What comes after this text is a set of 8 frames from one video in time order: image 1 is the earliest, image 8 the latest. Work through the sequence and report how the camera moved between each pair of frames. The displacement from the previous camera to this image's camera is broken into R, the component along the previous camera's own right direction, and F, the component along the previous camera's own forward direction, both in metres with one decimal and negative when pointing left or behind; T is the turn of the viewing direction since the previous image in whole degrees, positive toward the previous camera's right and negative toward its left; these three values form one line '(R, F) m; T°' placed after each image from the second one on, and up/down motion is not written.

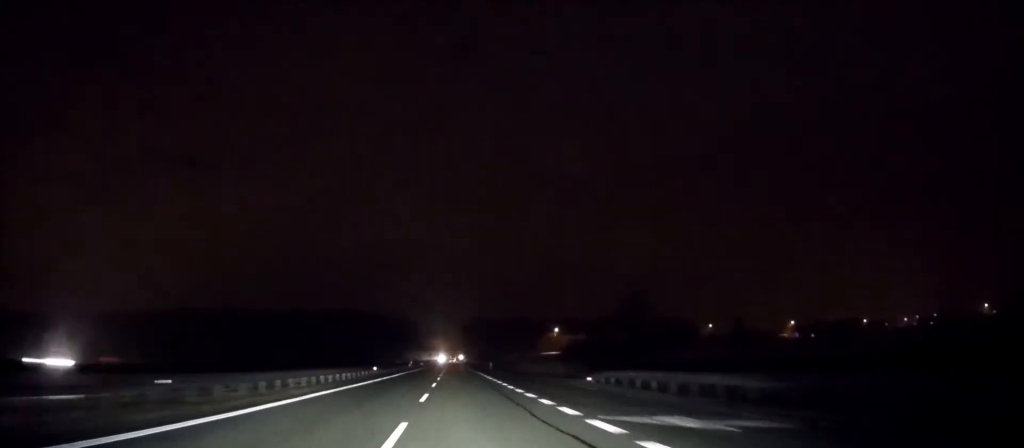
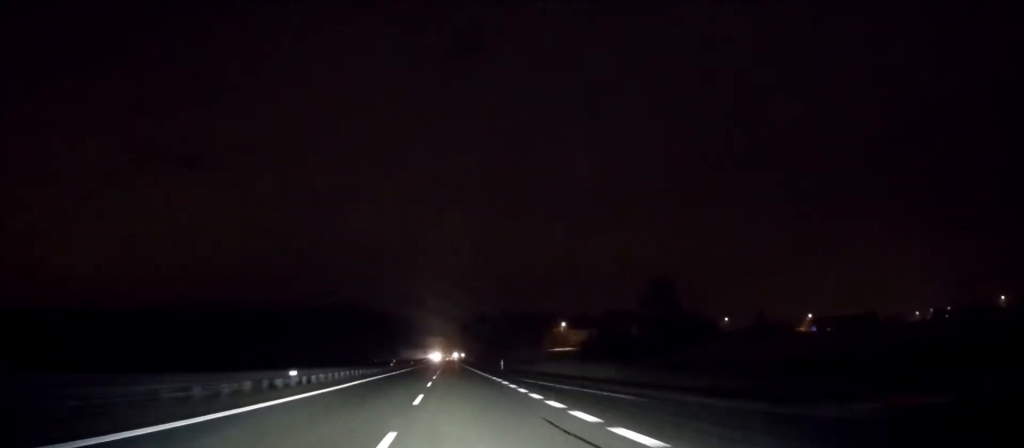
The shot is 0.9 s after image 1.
(0.0, +18.4) m; 0°
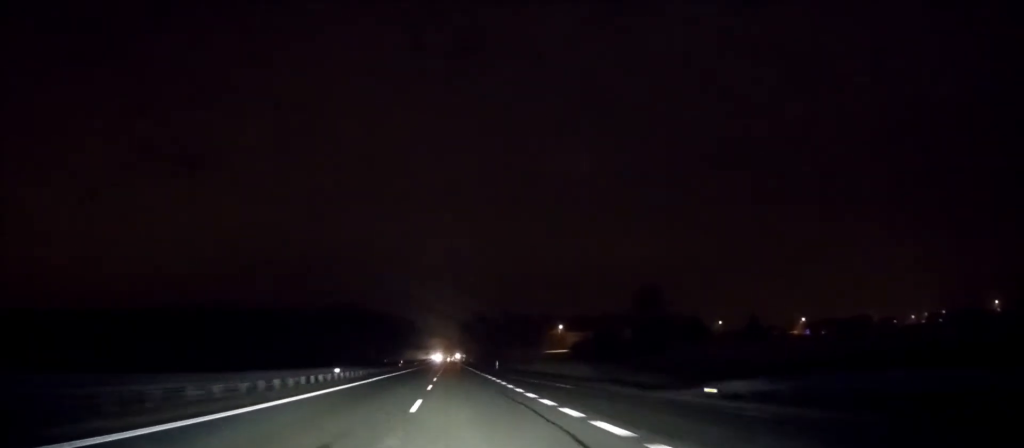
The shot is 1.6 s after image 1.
(0.0, +13.6) m; 0°
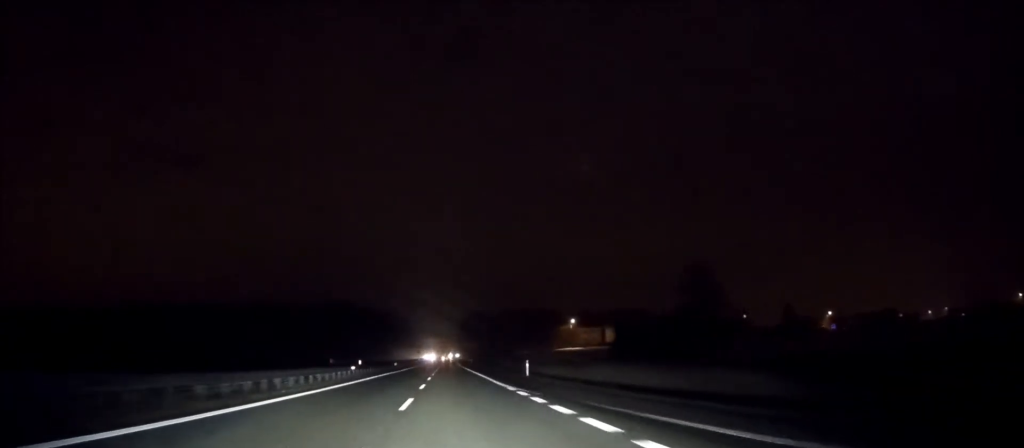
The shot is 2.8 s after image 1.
(0.0, +27.9) m; +1°
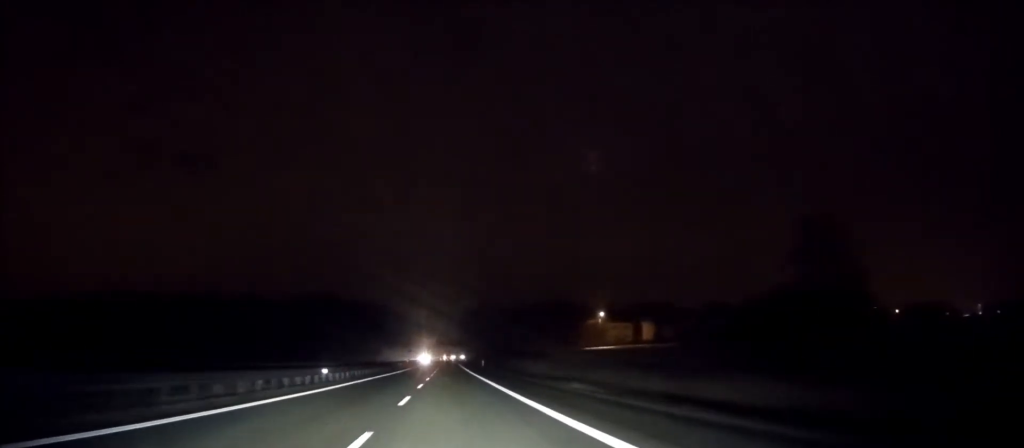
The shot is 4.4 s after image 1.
(+0.1, +41.4) m; 0°
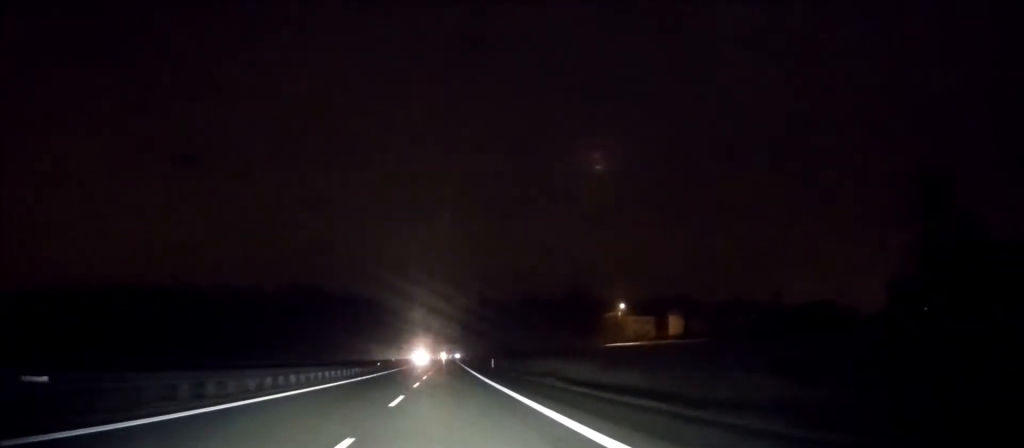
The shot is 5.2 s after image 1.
(-0.1, +24.2) m; 0°
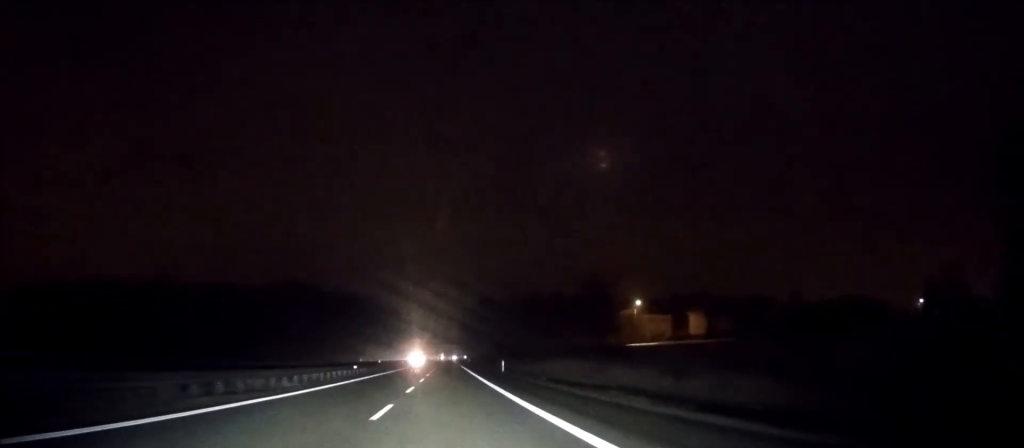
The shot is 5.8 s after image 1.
(0.0, +15.1) m; 0°
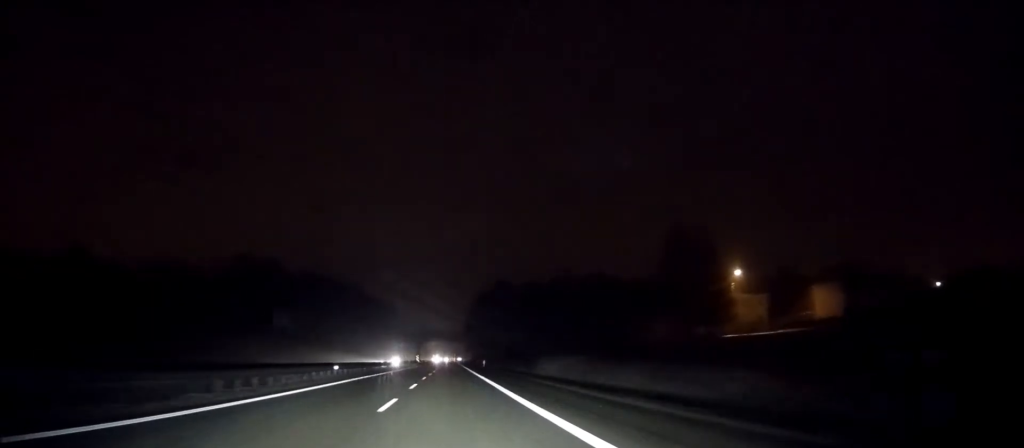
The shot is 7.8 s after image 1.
(0.0, +56.7) m; 0°
